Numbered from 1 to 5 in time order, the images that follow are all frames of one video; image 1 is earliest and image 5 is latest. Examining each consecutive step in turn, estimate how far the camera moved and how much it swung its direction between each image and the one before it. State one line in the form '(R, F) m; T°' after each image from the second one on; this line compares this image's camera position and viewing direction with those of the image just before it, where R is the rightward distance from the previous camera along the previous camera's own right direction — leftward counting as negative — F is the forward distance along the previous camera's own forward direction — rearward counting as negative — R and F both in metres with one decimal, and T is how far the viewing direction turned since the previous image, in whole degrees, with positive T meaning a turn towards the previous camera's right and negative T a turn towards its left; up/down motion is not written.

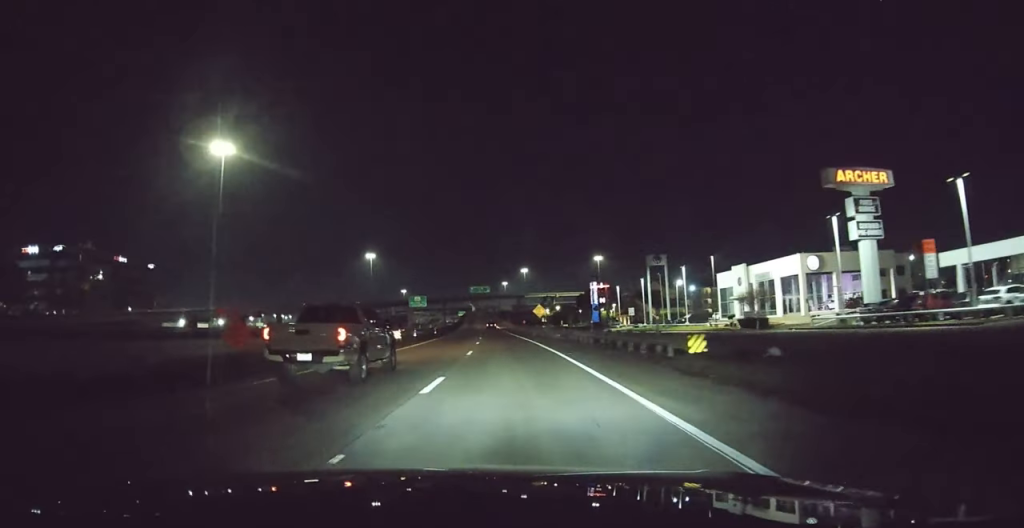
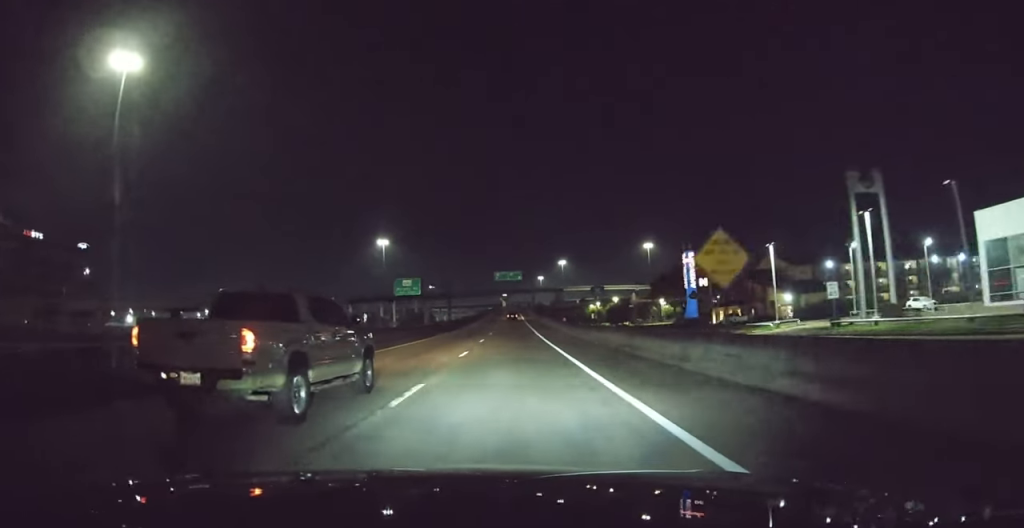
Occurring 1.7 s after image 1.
(-1.4, +55.5) m; -3°
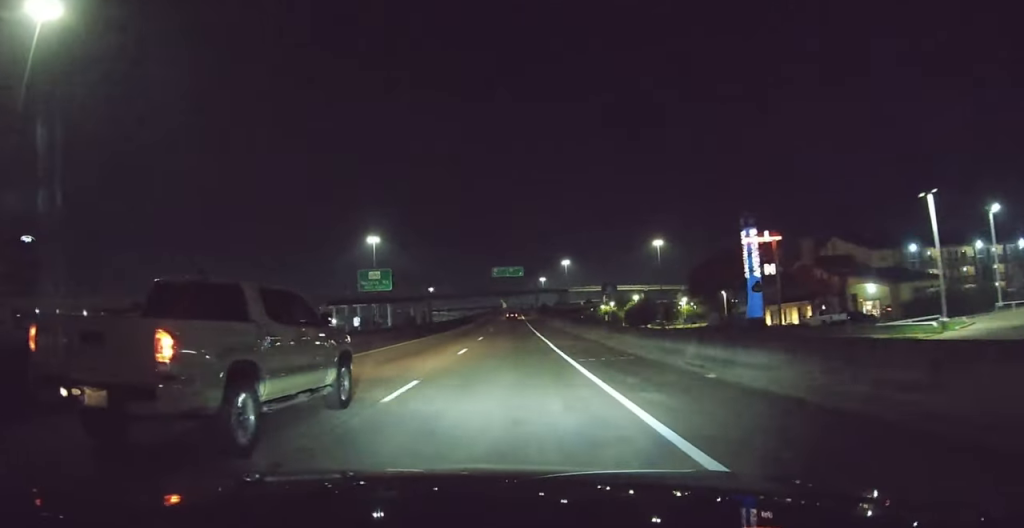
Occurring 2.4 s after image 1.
(-0.3, +23.0) m; -1°
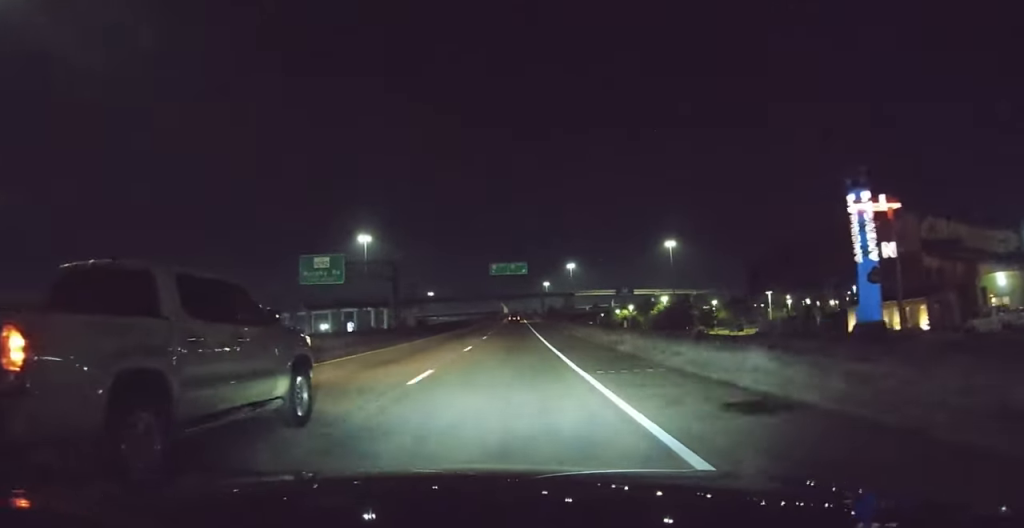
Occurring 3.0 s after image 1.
(-0.1, +21.7) m; 0°
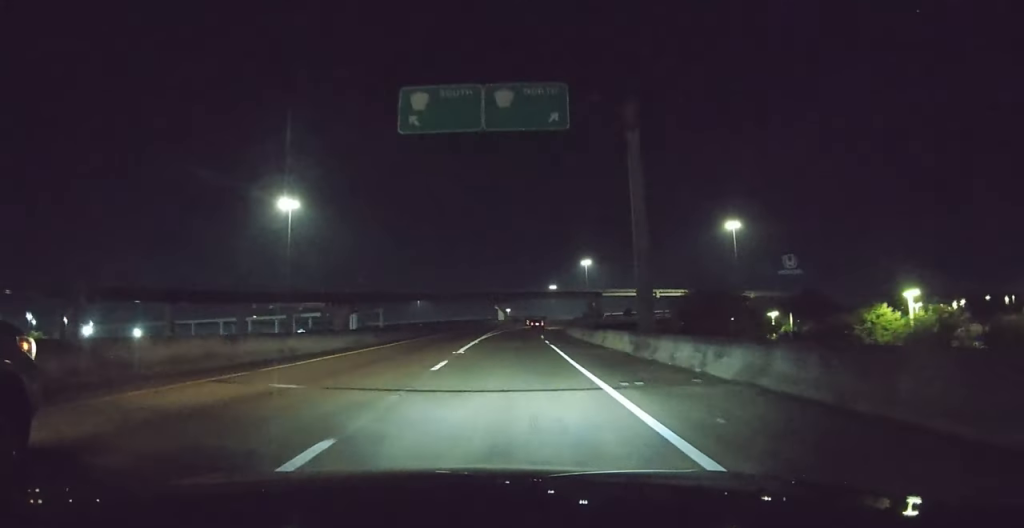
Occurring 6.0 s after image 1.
(+0.6, +92.7) m; +1°
